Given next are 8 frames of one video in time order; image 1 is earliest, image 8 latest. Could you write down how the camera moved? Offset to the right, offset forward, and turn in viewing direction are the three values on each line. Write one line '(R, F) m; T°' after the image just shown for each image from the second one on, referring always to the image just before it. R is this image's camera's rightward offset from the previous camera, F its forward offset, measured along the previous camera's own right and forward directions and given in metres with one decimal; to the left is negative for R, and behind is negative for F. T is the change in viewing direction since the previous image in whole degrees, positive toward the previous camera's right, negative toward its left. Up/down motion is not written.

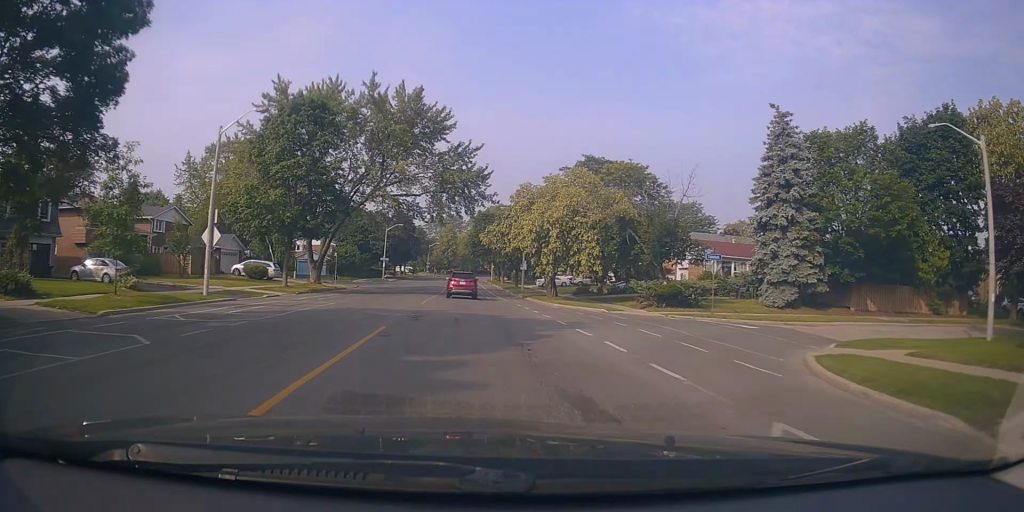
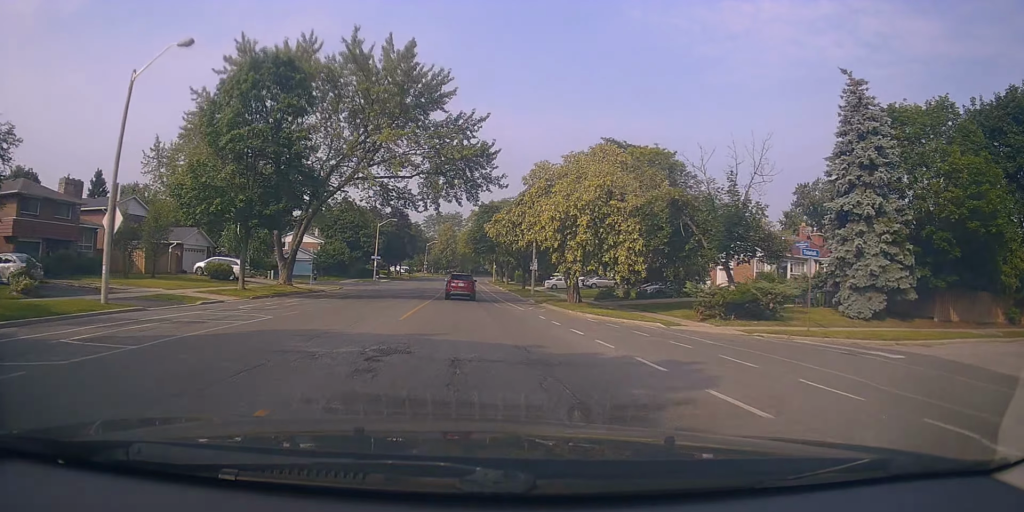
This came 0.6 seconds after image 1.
(0.0, +8.2) m; 0°
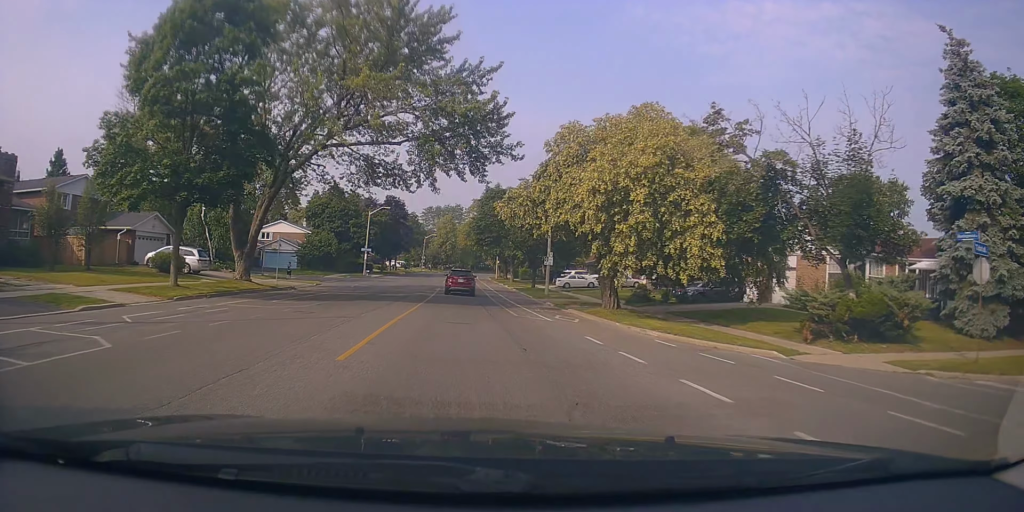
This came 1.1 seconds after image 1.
(0.0, +8.1) m; 0°
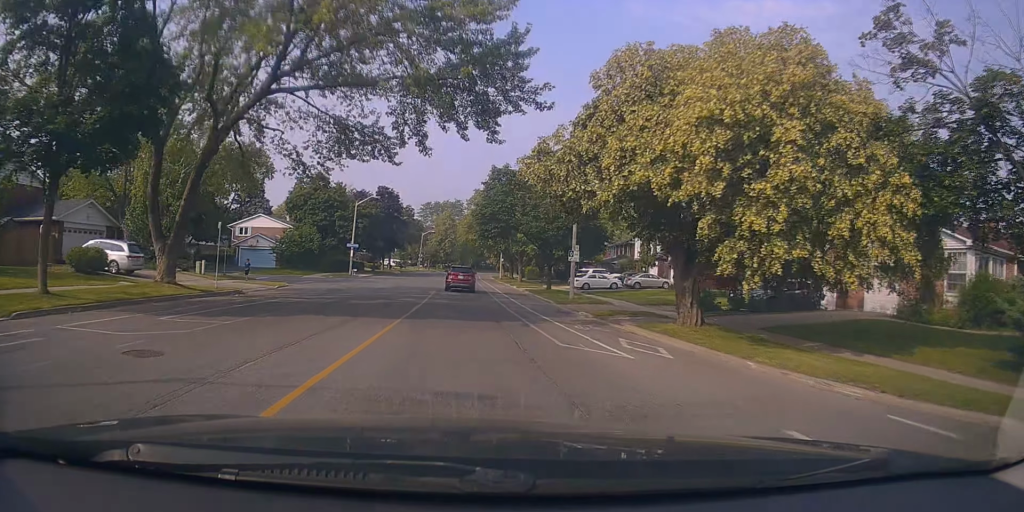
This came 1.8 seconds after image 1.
(0.0, +9.0) m; 0°
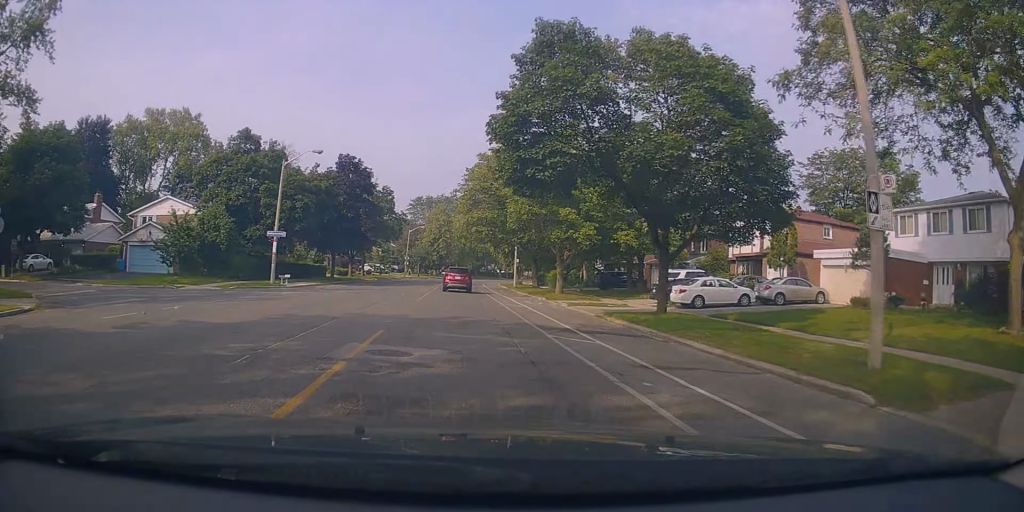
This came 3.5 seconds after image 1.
(+0.5, +24.7) m; +1°
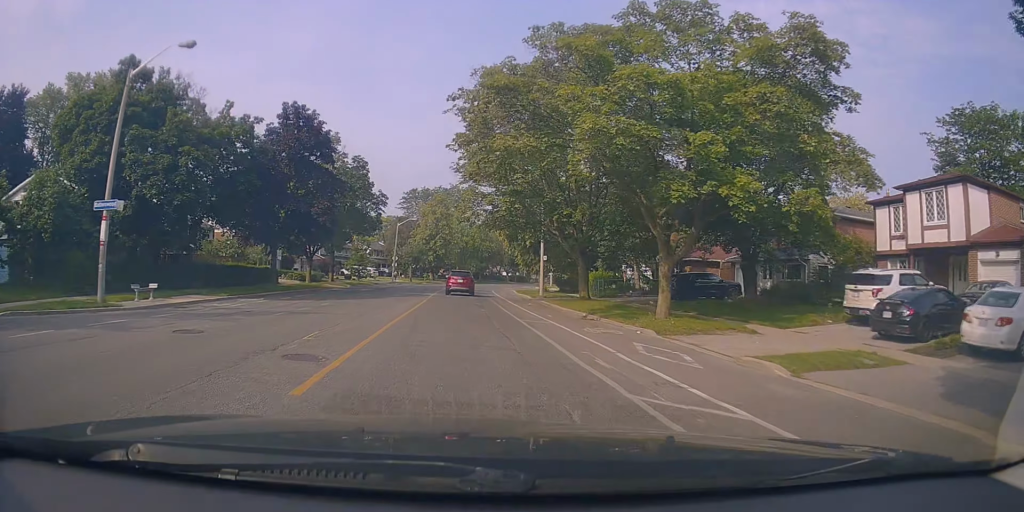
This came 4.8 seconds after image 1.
(-0.6, +18.5) m; -2°
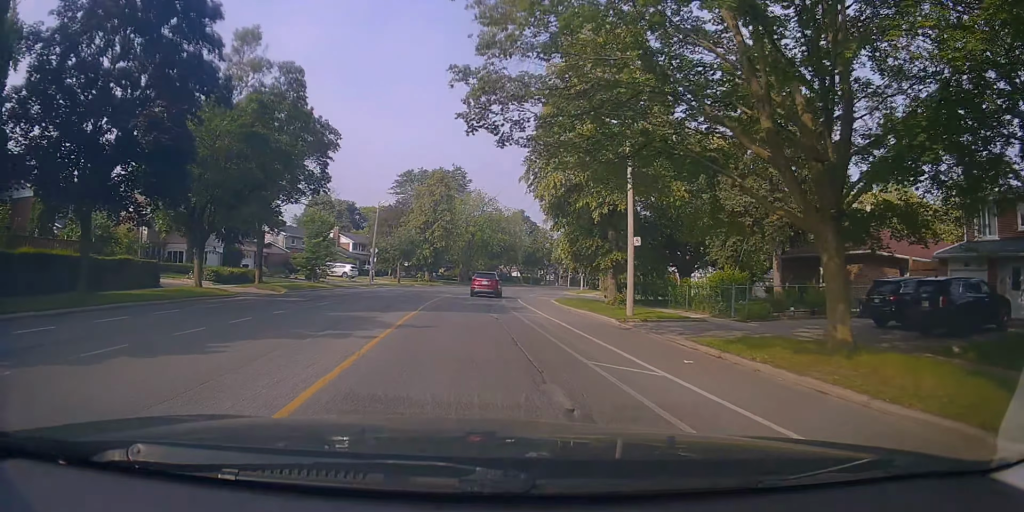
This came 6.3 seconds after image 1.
(+0.4, +21.1) m; +2°
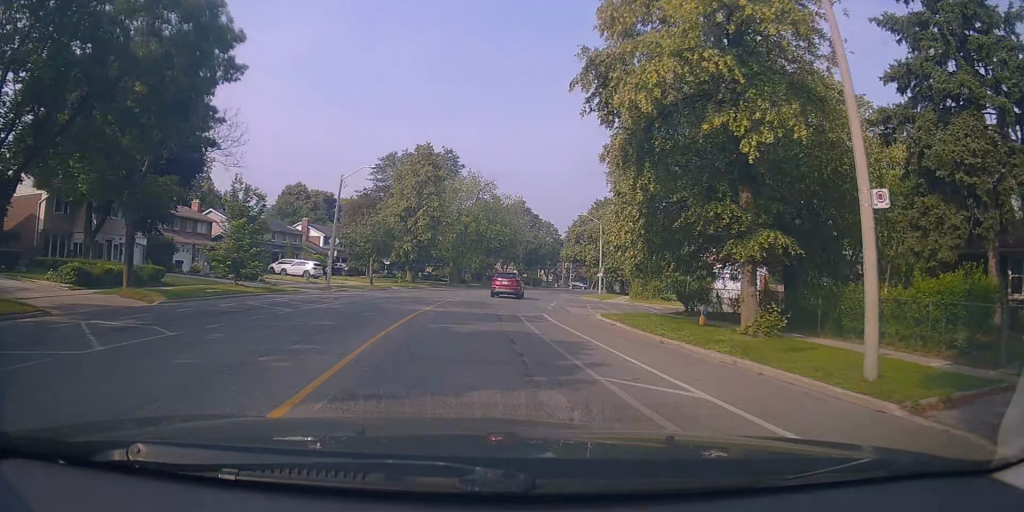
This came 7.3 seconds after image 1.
(0.0, +13.8) m; 0°
